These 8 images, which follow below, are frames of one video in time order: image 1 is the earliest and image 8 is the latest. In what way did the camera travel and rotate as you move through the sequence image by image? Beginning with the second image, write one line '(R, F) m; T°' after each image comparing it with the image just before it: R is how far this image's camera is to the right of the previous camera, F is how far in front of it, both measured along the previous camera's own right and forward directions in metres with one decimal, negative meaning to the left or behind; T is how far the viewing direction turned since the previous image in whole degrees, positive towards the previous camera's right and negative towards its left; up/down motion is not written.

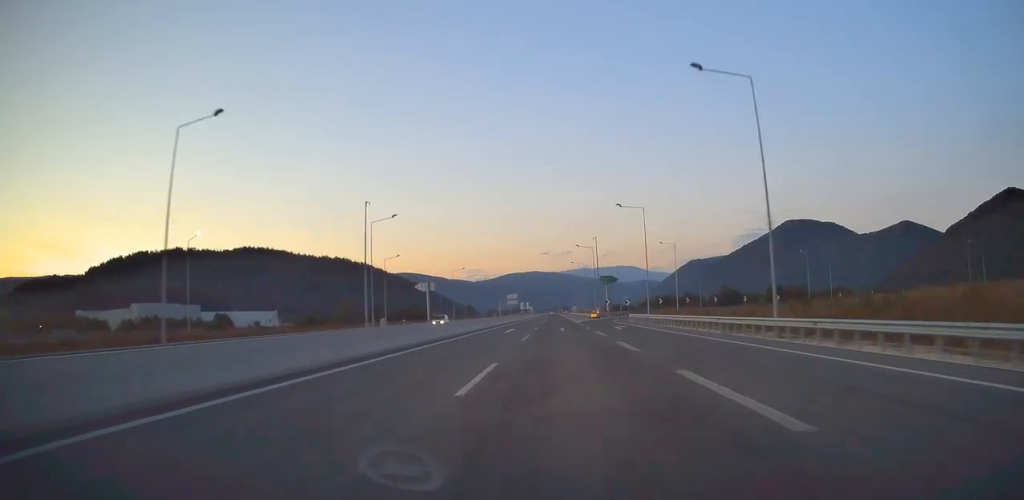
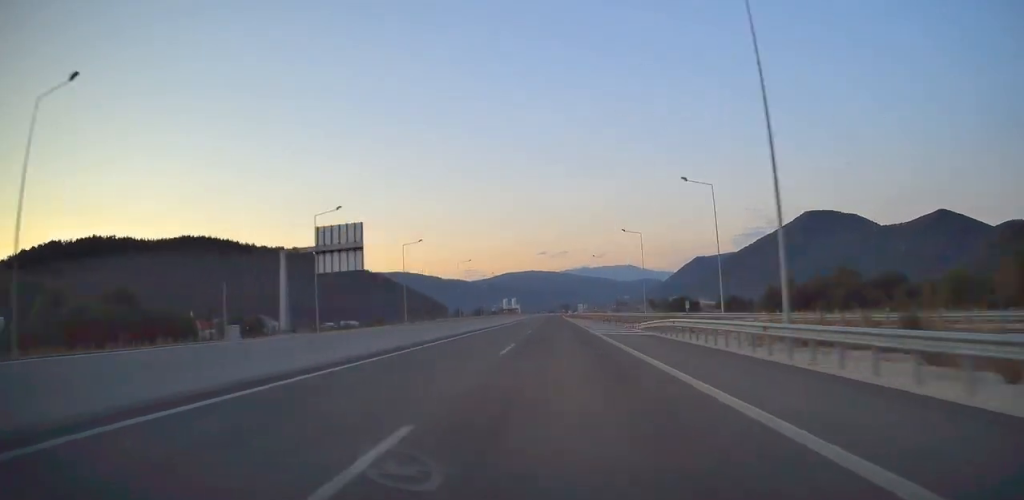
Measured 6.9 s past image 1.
(0.0, +204.4) m; +1°
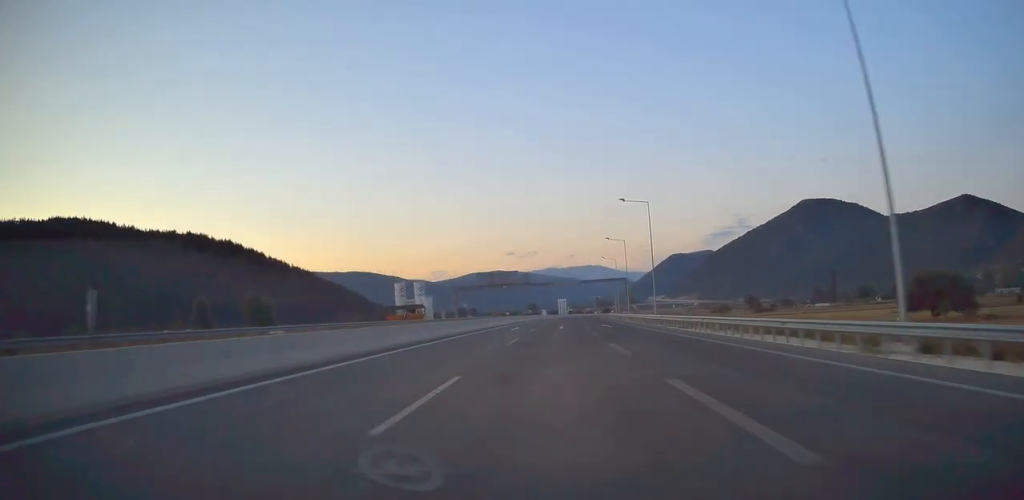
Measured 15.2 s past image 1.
(+6.1, +255.0) m; +6°
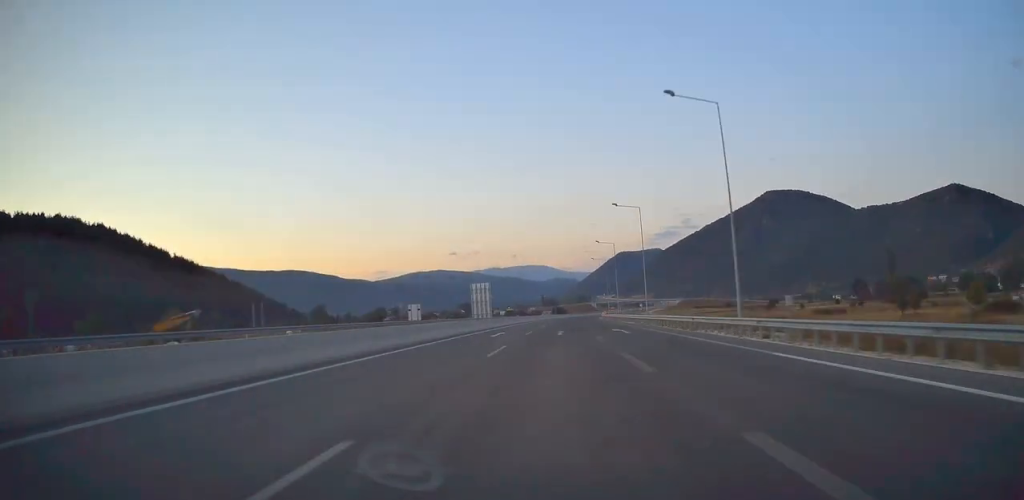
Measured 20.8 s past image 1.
(+11.1, +195.4) m; +6°
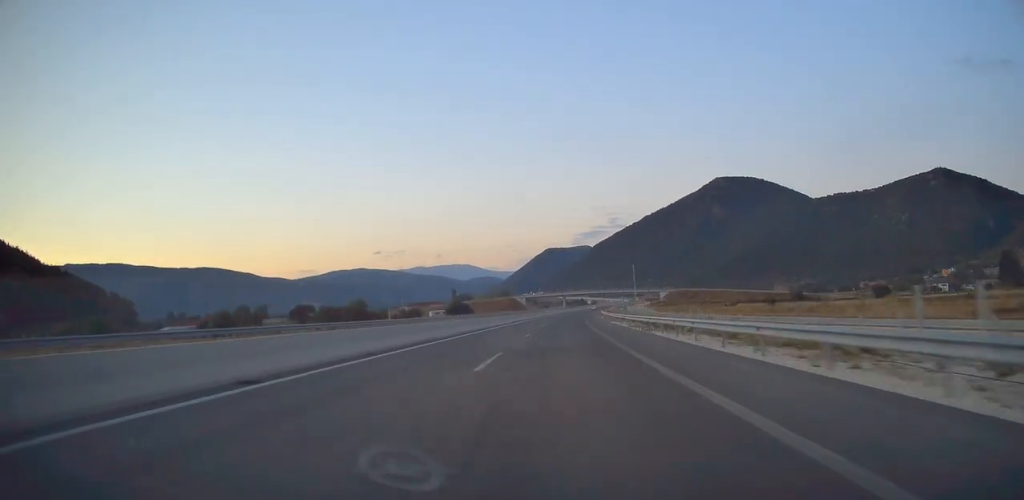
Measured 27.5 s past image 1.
(+16.9, +263.5) m; +6°
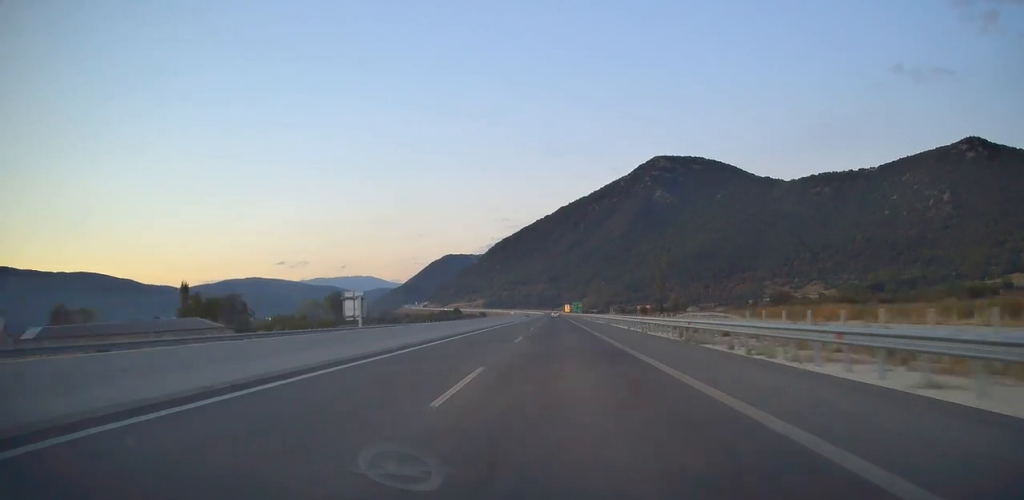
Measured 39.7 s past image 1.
(+30.6, +483.8) m; +4°
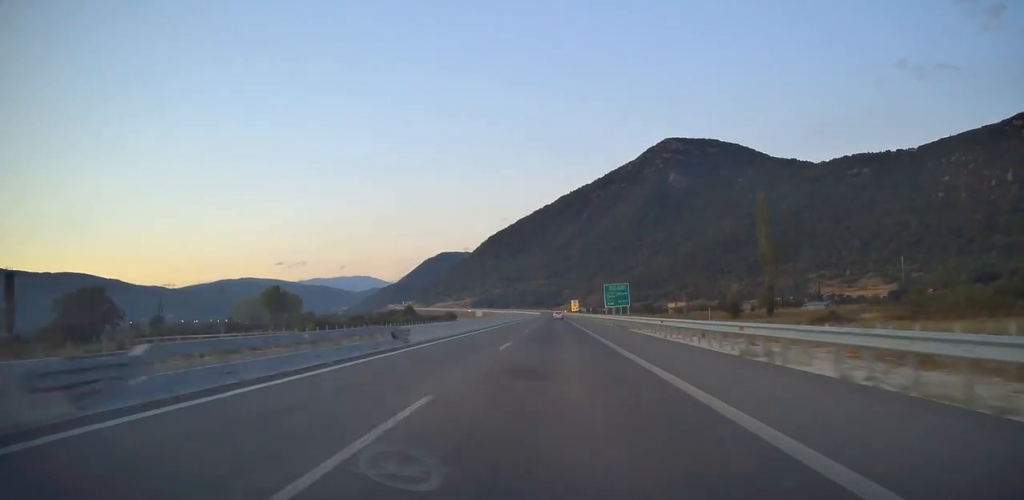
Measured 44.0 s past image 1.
(-1.4, +96.1) m; -2°
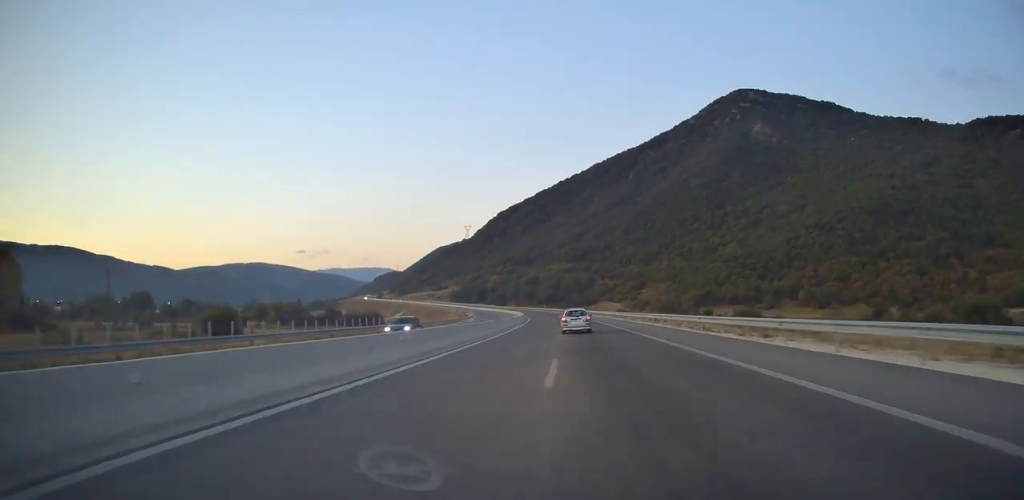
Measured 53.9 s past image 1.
(-9.9, +204.5) m; -7°
